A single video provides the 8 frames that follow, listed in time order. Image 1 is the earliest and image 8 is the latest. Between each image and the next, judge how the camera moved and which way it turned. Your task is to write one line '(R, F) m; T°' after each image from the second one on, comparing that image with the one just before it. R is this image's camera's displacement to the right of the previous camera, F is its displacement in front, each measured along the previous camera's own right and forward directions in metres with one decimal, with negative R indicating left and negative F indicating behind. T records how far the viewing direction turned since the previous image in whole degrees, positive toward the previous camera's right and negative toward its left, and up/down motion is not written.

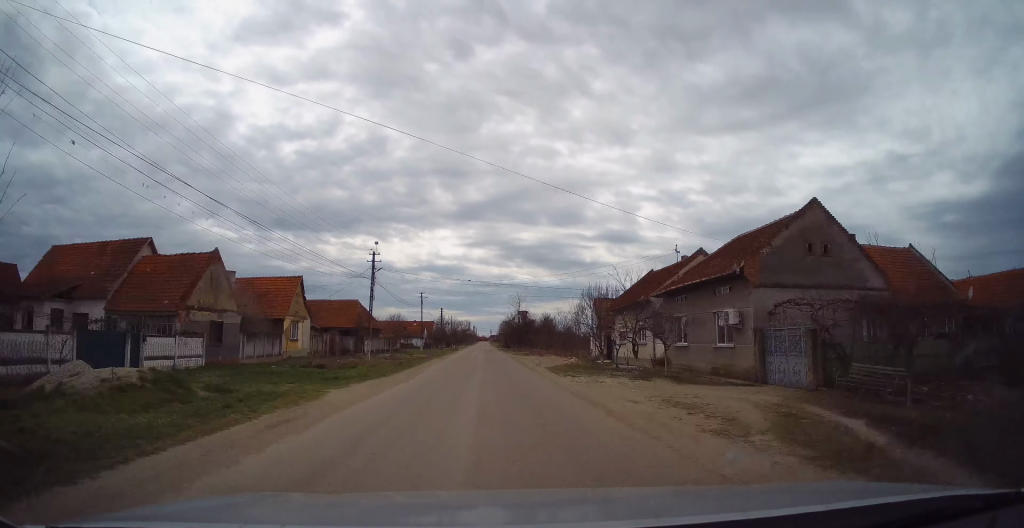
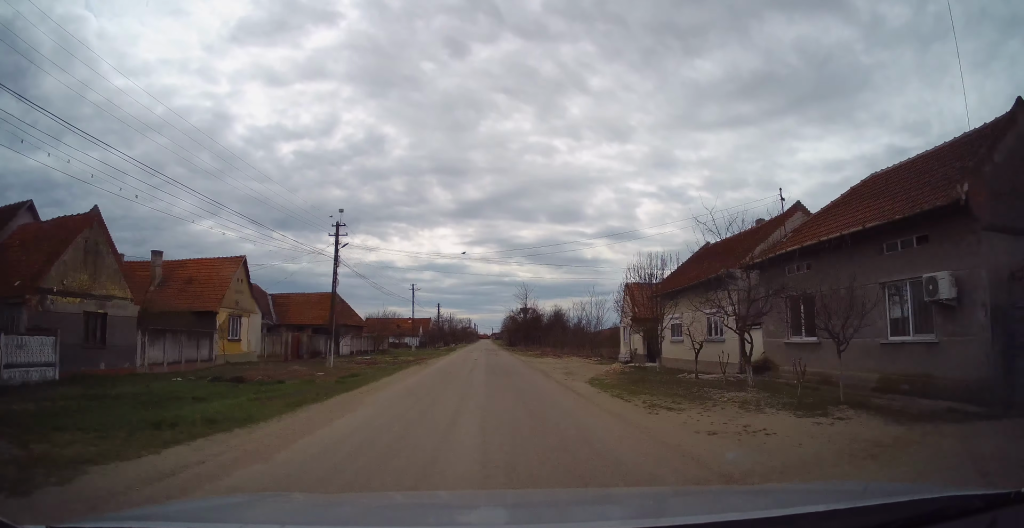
(0.0, +10.5) m; 0°
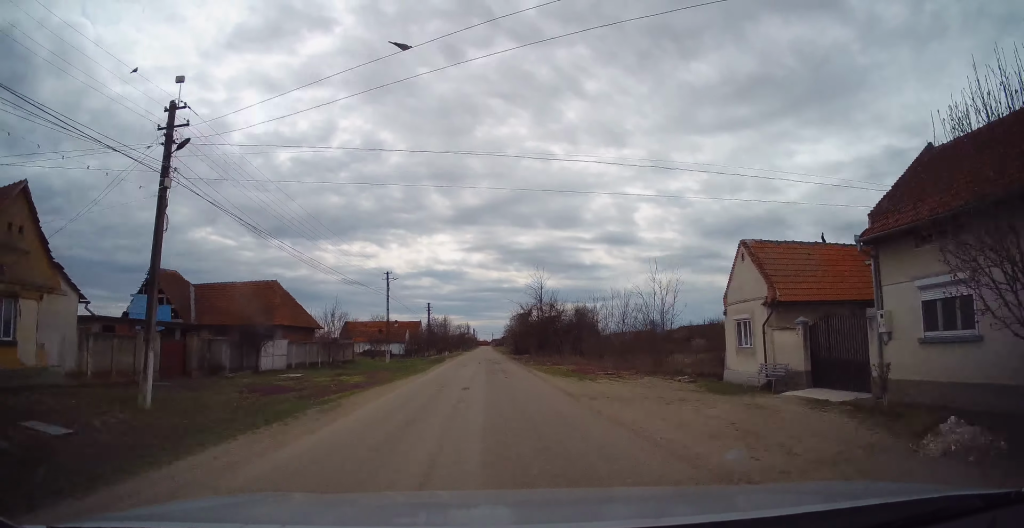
(0.0, +17.3) m; 0°
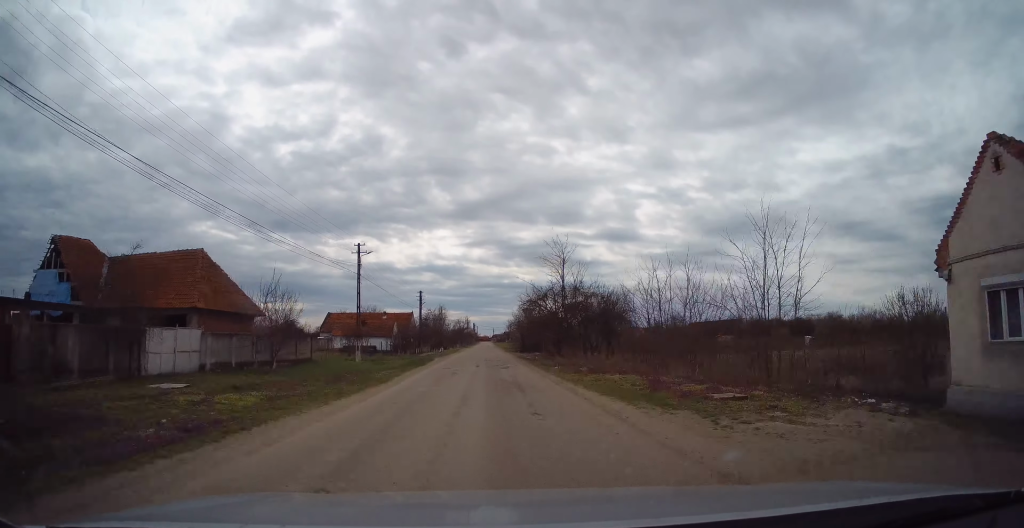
(0.0, +11.8) m; 0°
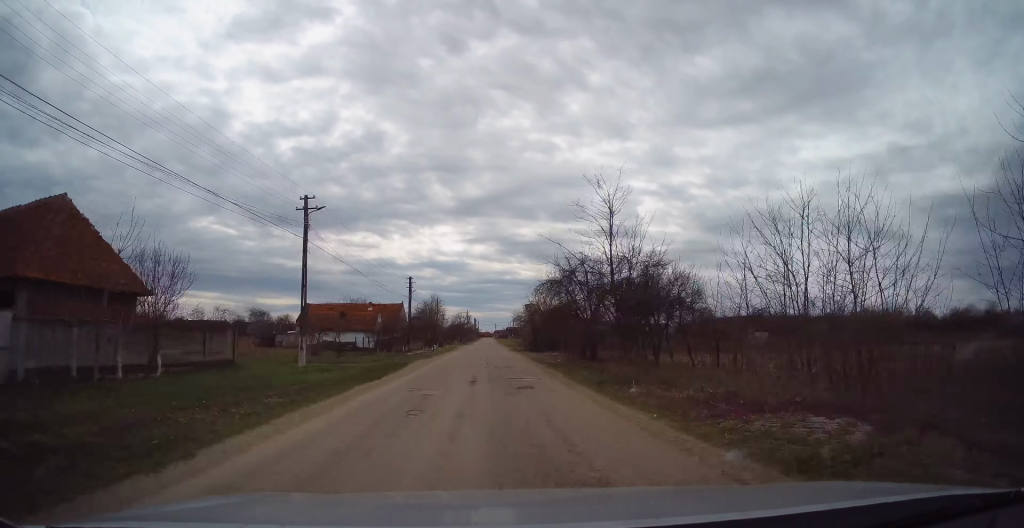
(0.0, +11.9) m; -1°
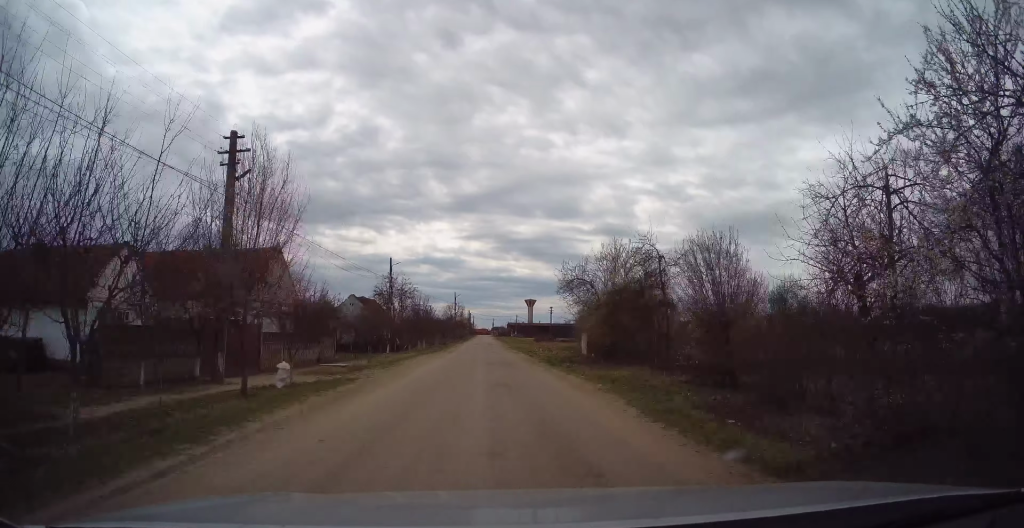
(+0.6, +43.7) m; +1°
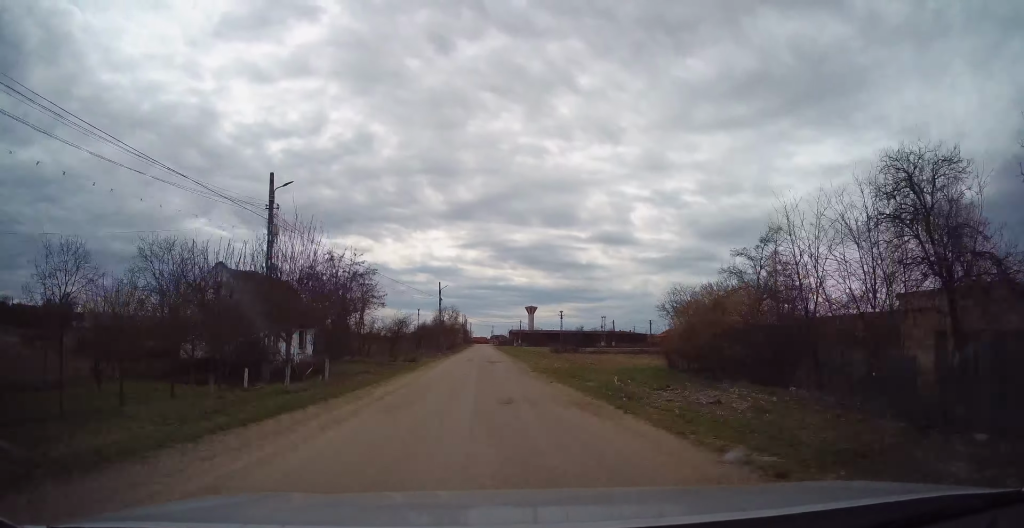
(-0.3, +27.5) m; -1°
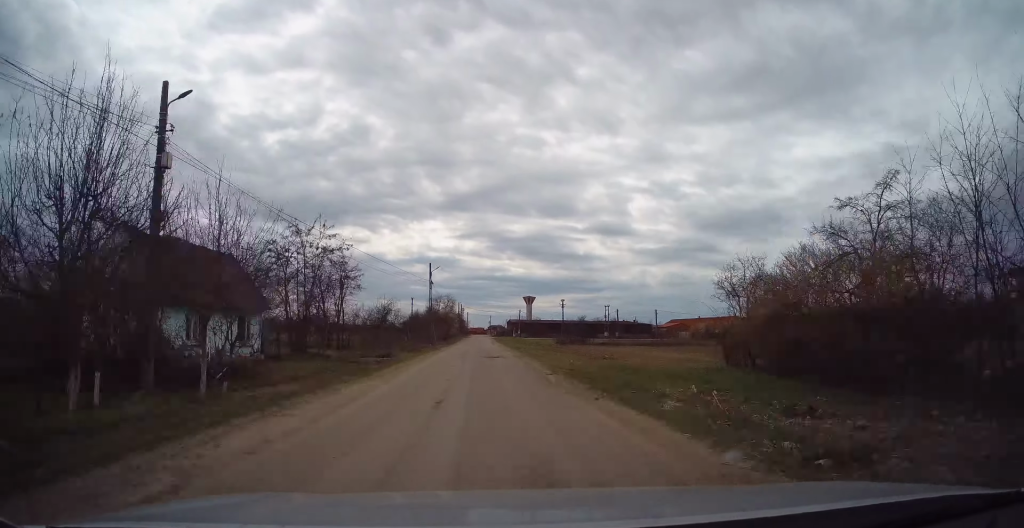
(0.0, +7.9) m; 0°
